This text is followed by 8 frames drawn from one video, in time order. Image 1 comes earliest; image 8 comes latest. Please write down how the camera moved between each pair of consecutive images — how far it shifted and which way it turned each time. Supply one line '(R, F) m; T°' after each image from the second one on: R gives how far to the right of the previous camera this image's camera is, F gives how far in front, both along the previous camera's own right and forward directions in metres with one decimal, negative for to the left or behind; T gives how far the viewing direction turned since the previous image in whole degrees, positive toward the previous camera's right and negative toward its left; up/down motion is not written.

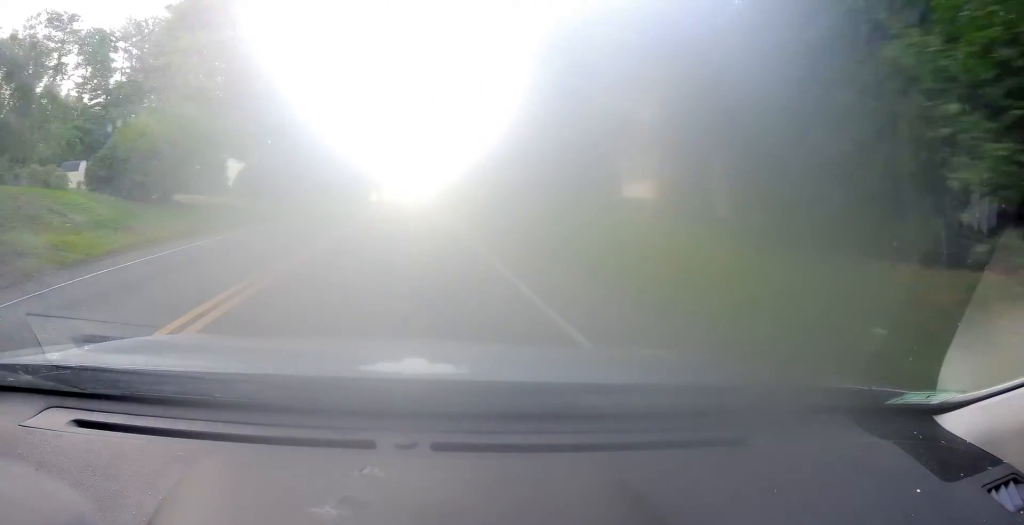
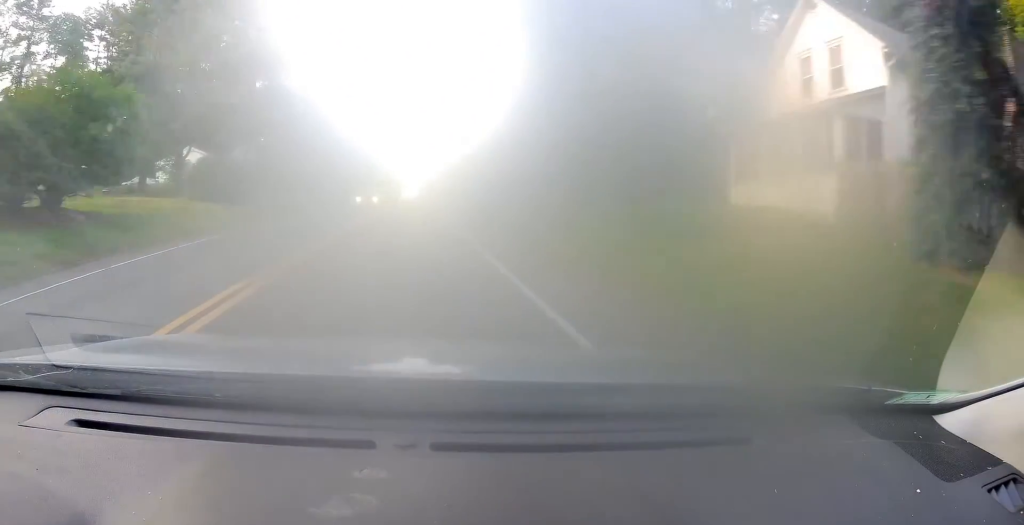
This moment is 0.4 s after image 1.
(-0.1, +9.5) m; 0°
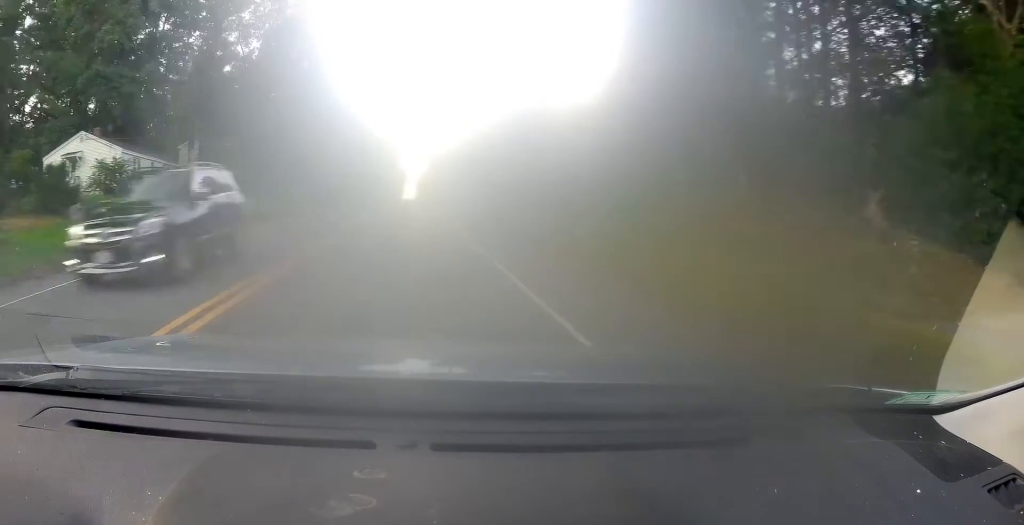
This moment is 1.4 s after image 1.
(+0.4, +22.8) m; +1°
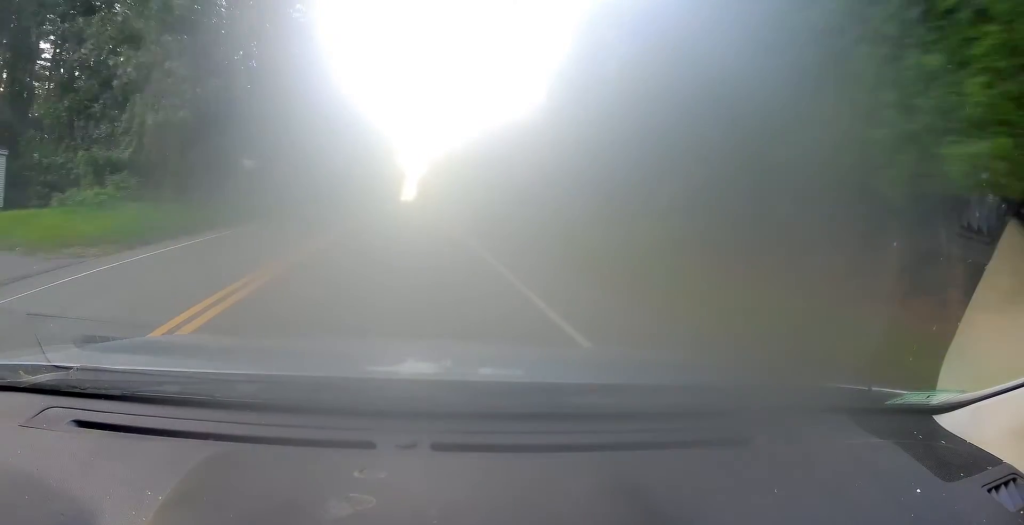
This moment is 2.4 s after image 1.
(-0.1, +24.6) m; 0°
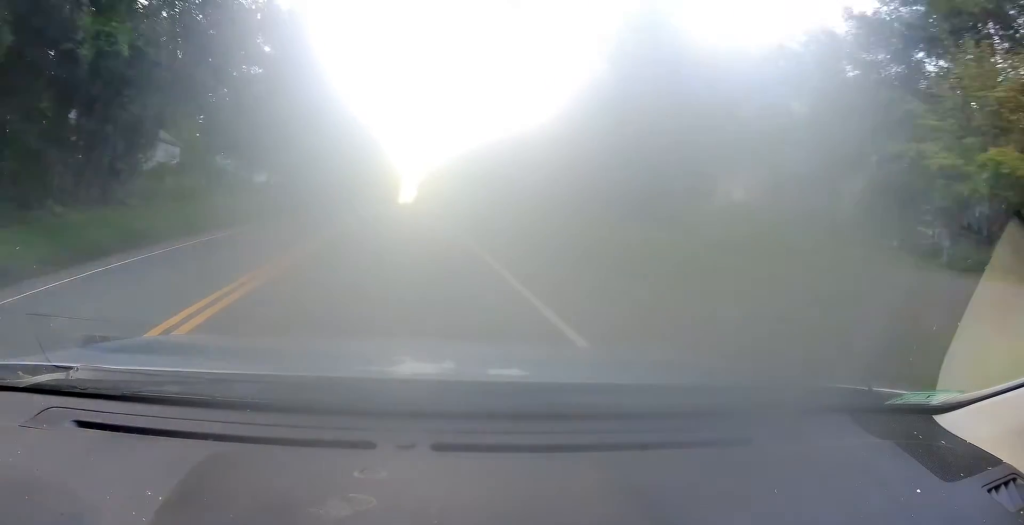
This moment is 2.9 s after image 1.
(0.0, +10.7) m; 0°
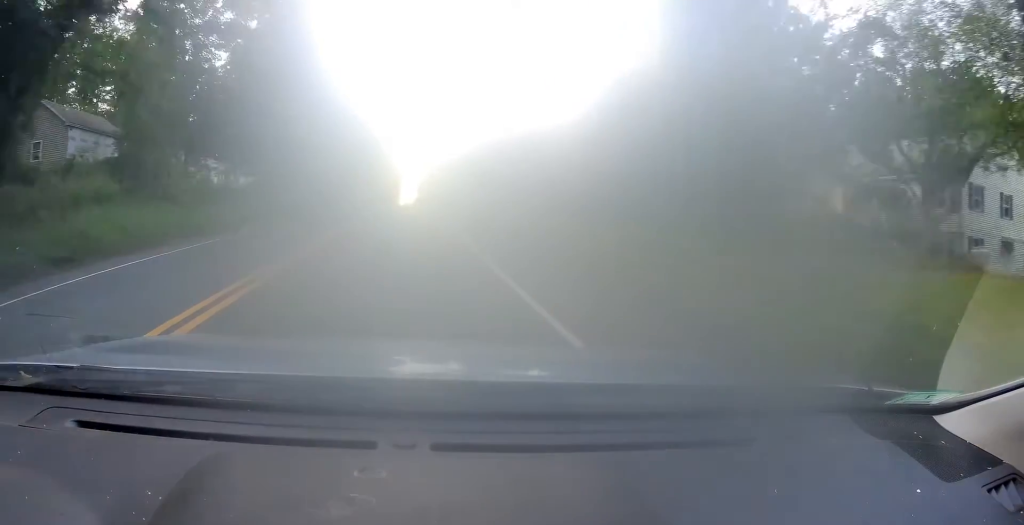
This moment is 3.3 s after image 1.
(0.0, +9.2) m; 0°
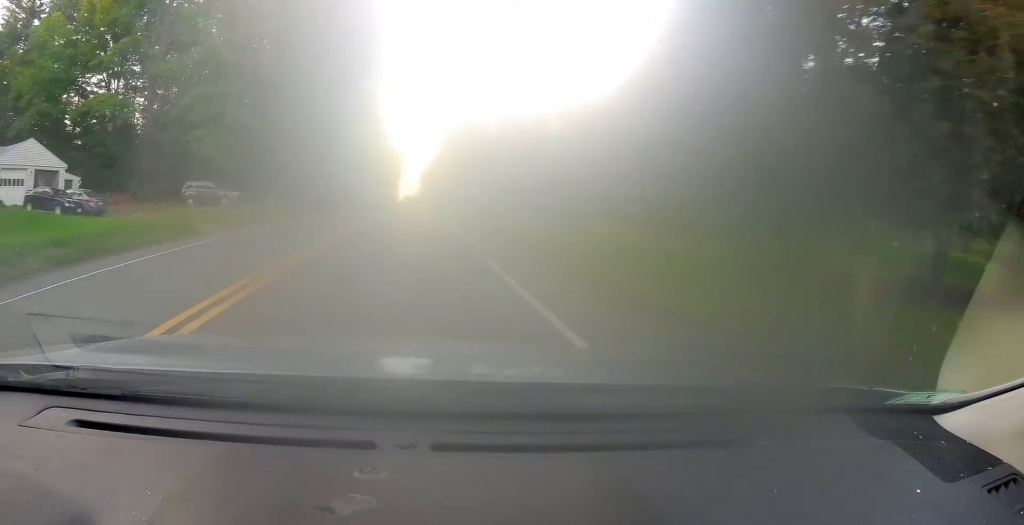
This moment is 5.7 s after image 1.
(0.0, +55.0) m; 0°
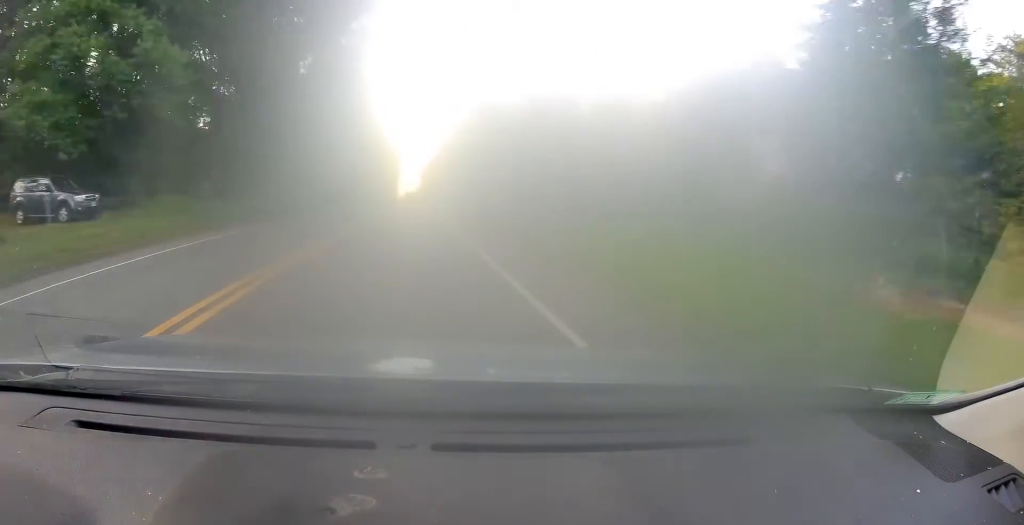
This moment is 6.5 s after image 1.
(0.0, +18.8) m; -1°
